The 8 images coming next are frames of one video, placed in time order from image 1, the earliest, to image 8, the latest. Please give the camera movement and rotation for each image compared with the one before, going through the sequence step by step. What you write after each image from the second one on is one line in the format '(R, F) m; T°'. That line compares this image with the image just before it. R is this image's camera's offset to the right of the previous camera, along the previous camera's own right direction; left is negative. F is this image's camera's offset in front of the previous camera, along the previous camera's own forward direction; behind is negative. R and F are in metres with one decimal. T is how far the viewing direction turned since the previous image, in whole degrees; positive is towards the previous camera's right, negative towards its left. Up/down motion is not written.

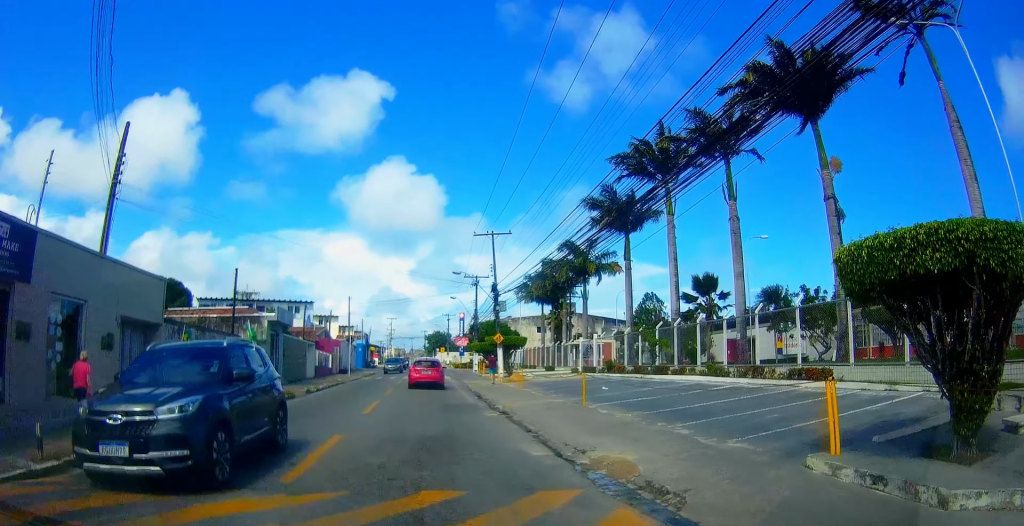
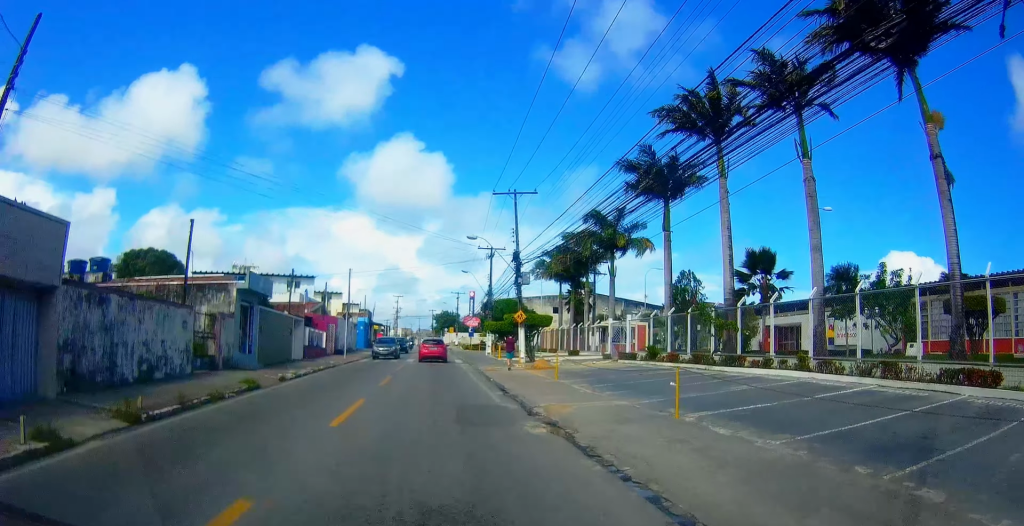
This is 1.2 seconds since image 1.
(0.0, +6.7) m; 0°
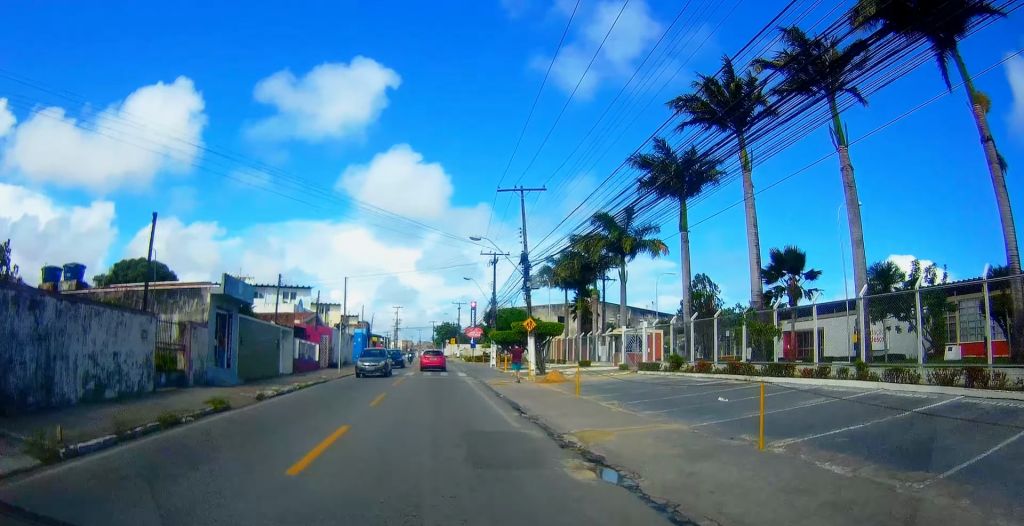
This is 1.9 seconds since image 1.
(0.0, +3.4) m; -3°
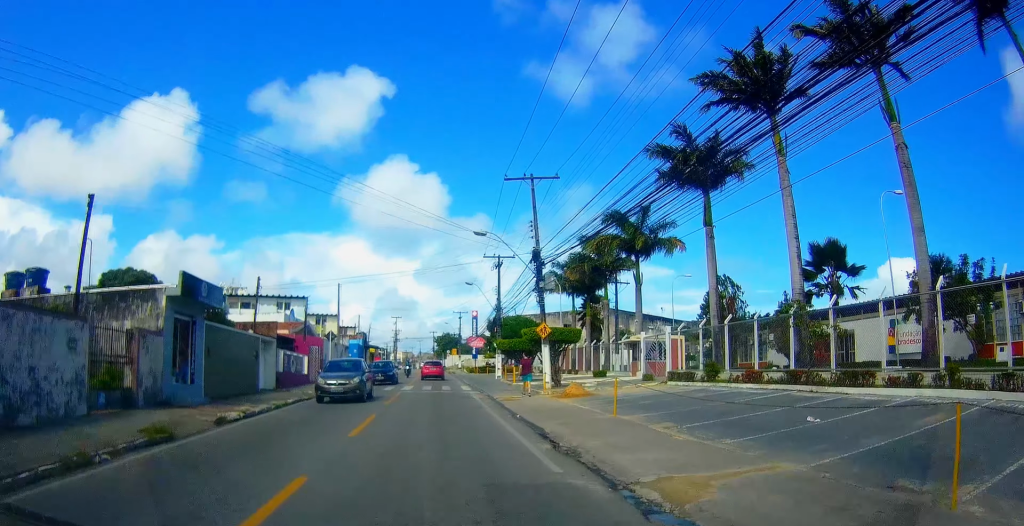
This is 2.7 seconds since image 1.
(-0.2, +3.6) m; -6°
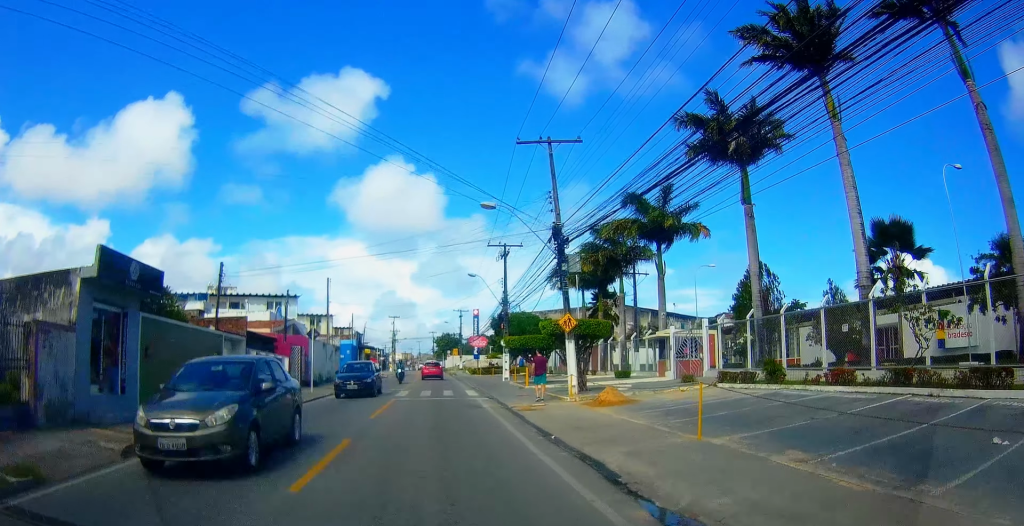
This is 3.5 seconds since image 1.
(-0.3, +4.2) m; 0°
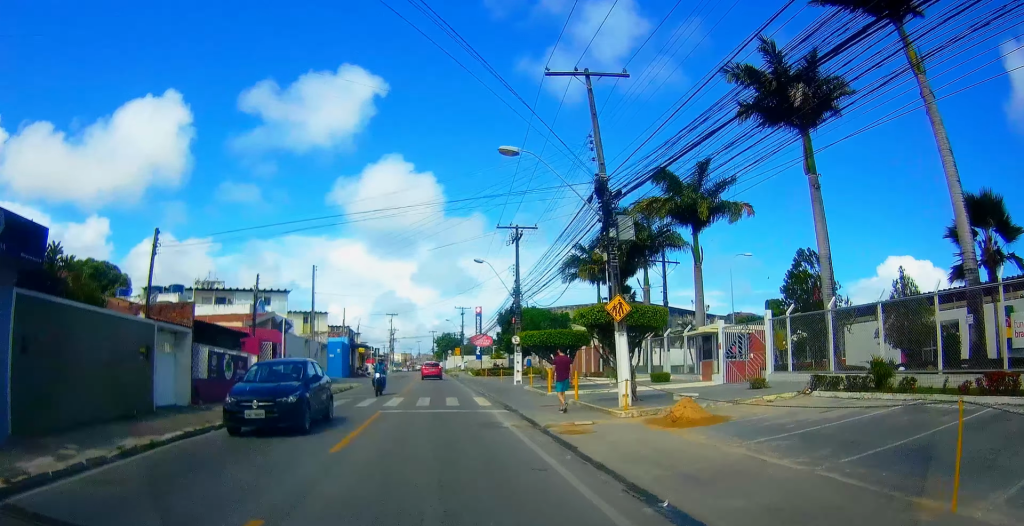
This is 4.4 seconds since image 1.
(+0.2, +4.7) m; 0°
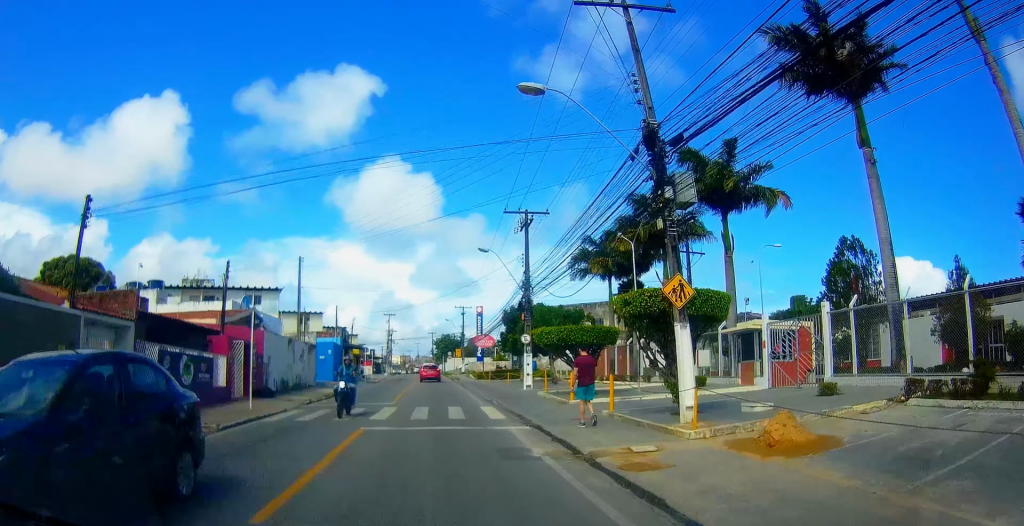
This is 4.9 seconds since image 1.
(0.0, +3.1) m; 0°
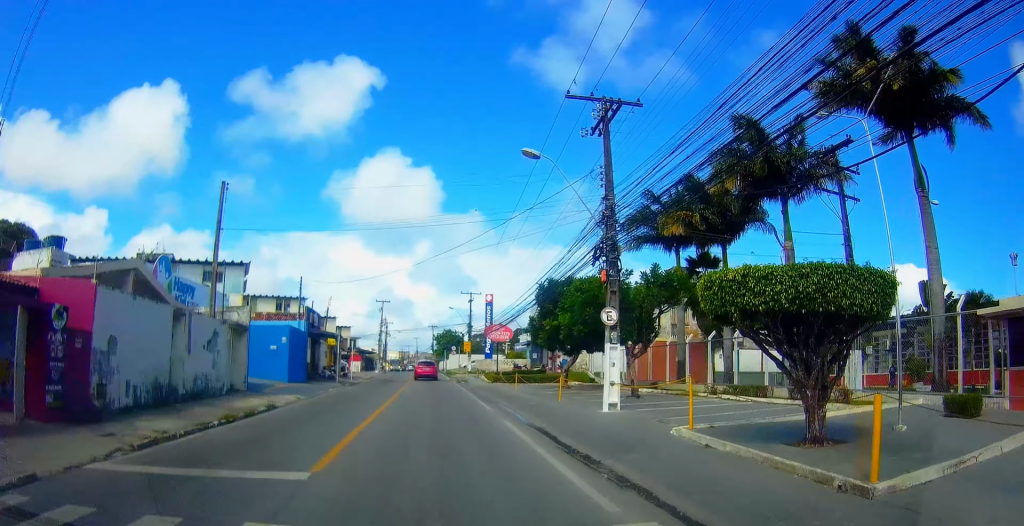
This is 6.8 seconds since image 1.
(+0.3, +12.1) m; +4°
